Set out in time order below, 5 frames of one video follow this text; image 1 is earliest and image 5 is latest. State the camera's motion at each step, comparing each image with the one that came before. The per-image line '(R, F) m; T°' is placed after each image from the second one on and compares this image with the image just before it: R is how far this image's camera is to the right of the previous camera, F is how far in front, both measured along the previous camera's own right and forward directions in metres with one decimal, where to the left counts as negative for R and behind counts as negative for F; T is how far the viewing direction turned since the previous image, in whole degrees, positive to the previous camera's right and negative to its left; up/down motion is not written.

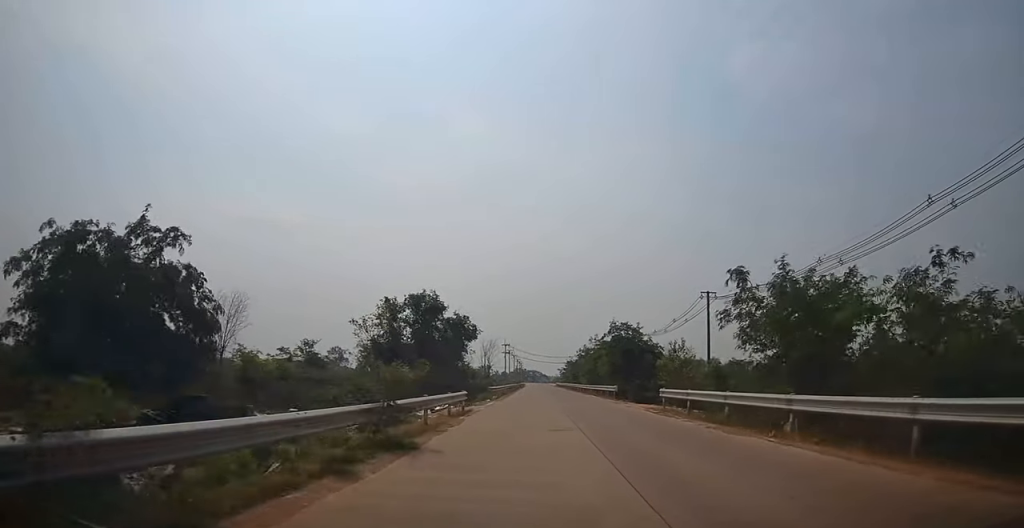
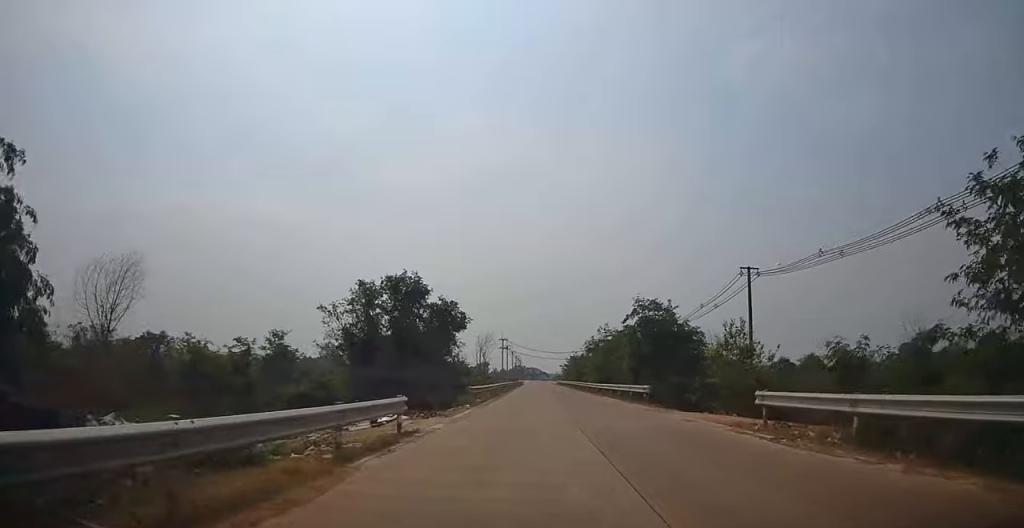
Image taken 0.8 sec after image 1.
(-0.5, +10.8) m; 0°
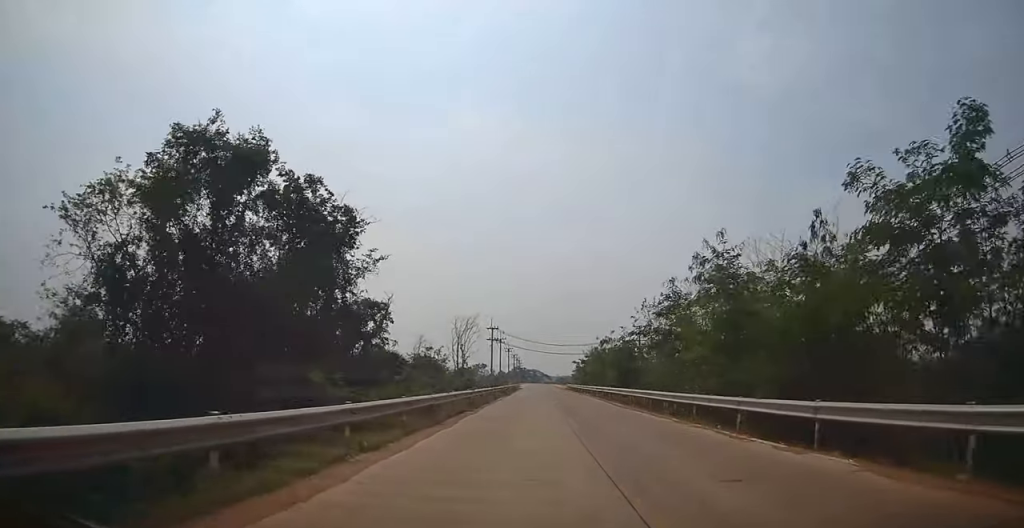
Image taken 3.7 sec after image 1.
(+1.6, +37.6) m; +2°
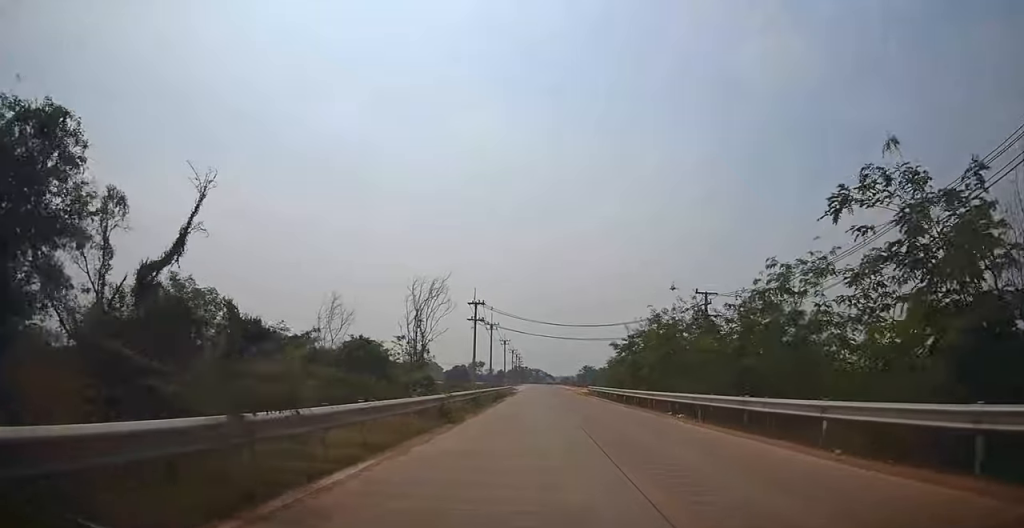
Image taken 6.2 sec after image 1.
(+1.0, +32.0) m; +2°
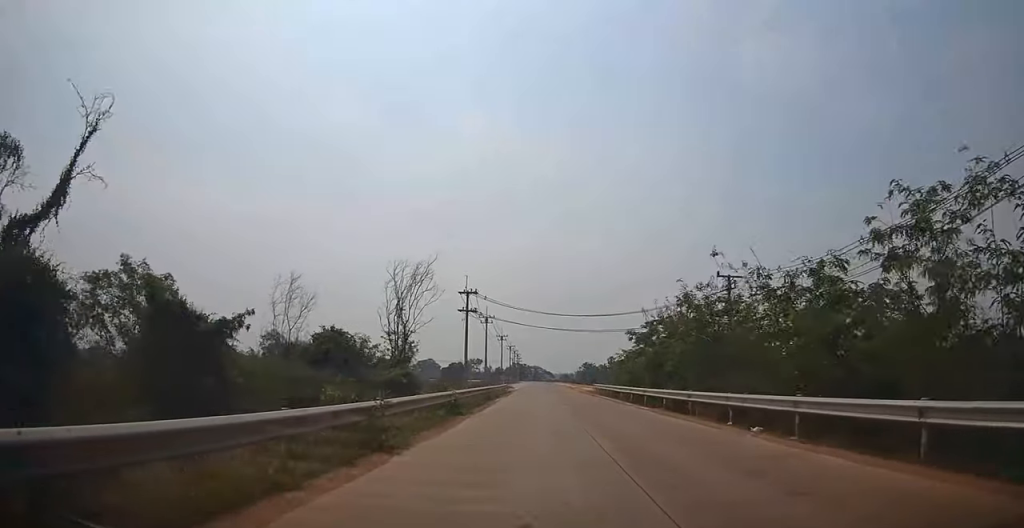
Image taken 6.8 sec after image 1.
(-0.1, +6.8) m; -1°
